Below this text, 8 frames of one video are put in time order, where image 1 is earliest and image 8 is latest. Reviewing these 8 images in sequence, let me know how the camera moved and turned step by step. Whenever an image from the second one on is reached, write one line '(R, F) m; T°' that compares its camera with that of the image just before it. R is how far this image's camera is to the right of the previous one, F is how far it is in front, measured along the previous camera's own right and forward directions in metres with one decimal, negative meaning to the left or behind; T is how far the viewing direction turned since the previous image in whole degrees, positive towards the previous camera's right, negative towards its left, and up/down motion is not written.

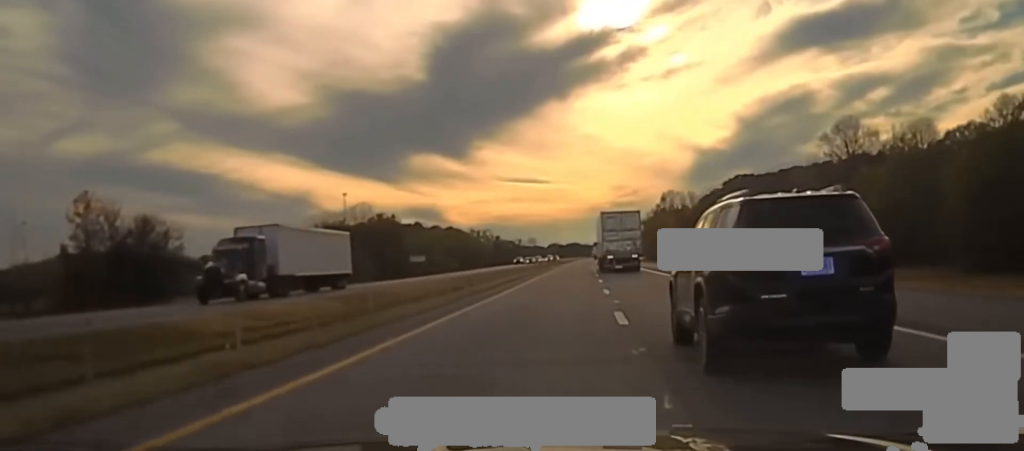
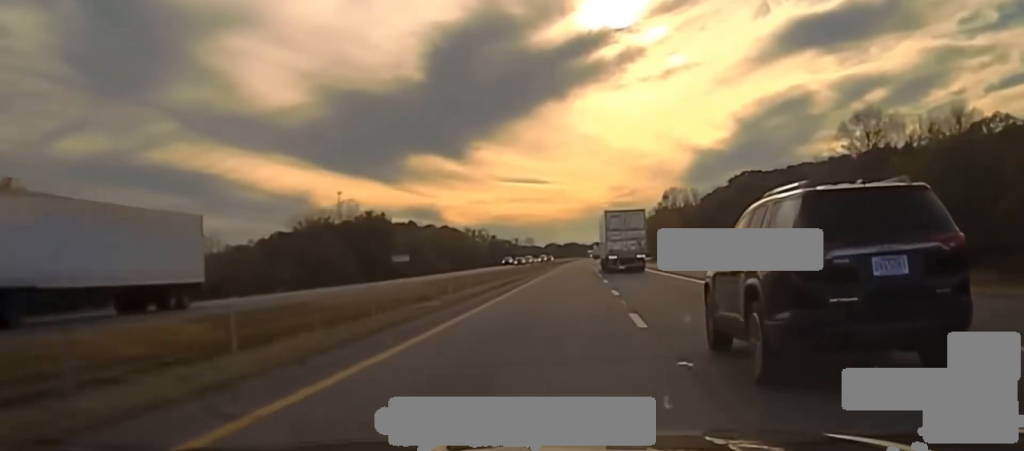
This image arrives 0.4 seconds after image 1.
(+0.4, +12.6) m; +1°
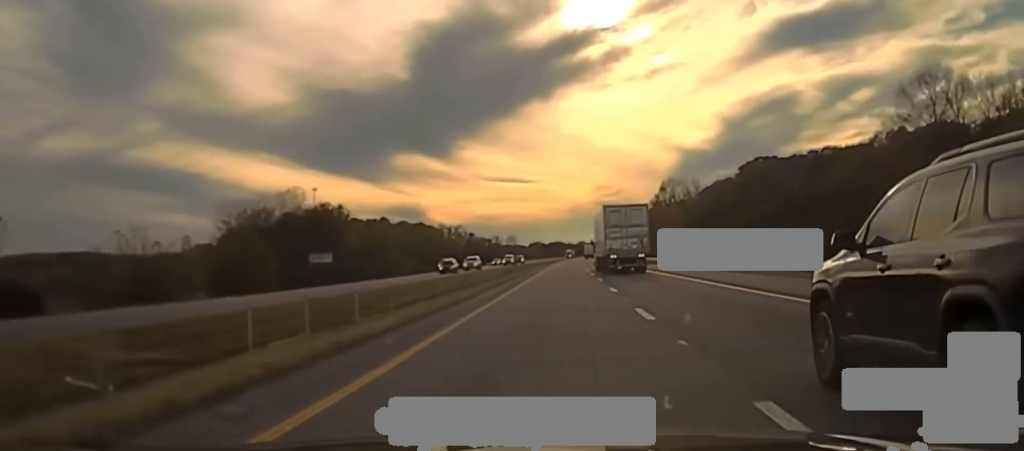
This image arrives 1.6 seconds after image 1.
(+1.7, +35.1) m; +2°
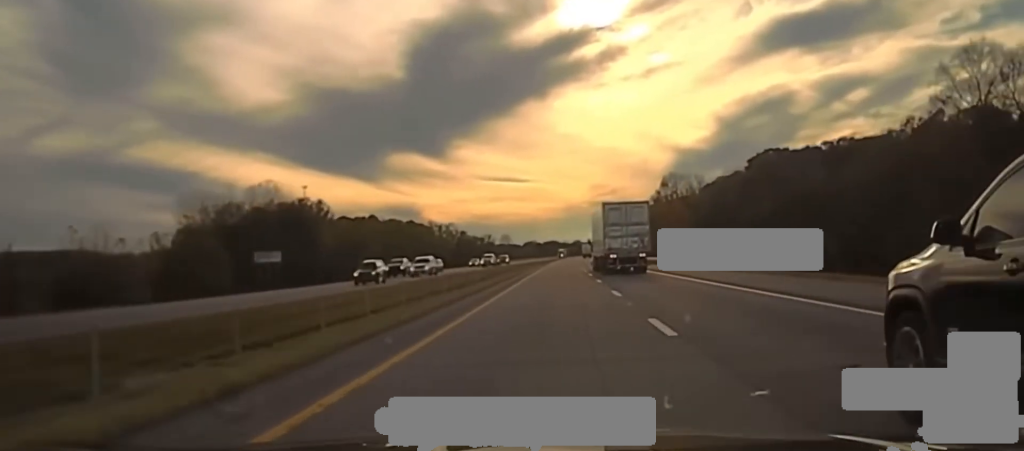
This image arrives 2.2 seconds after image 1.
(+0.3, +15.6) m; -1°
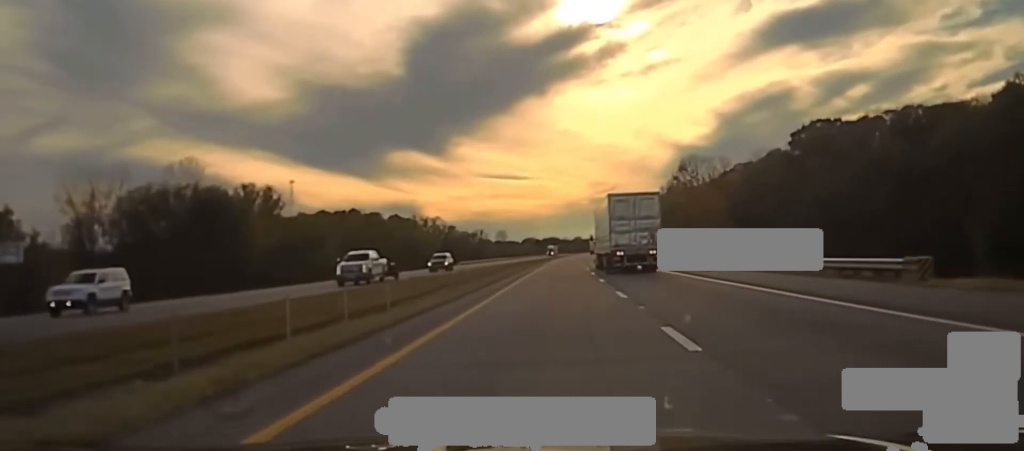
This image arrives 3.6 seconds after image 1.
(-1.4, +39.3) m; -2°
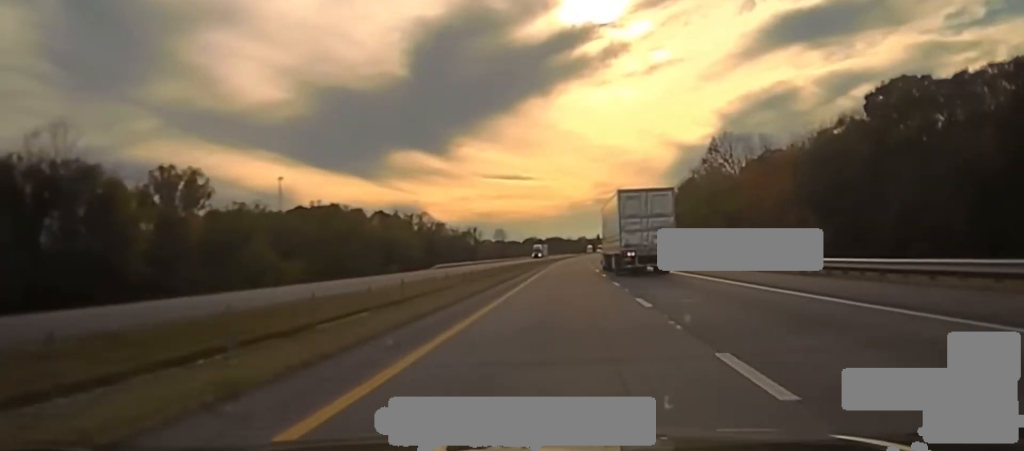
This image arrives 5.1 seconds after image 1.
(+0.6, +41.0) m; +1°
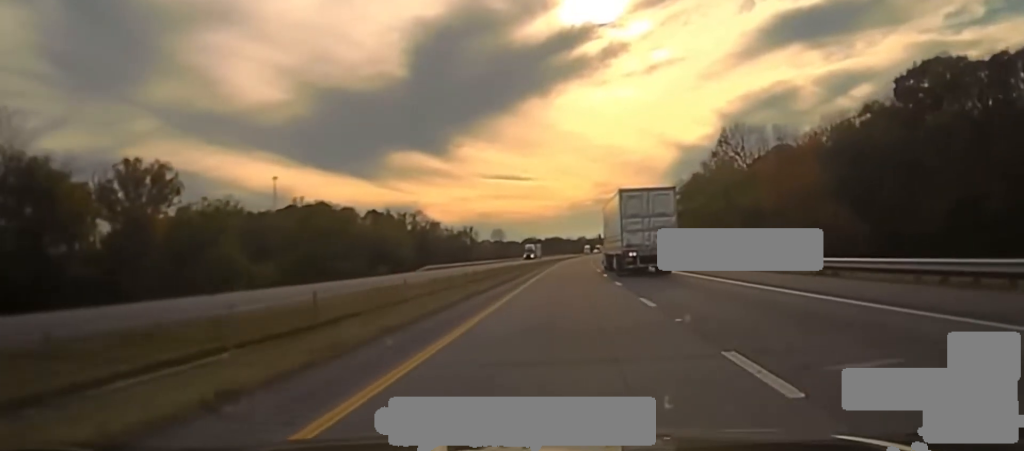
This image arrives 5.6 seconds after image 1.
(-0.1, +12.4) m; 0°
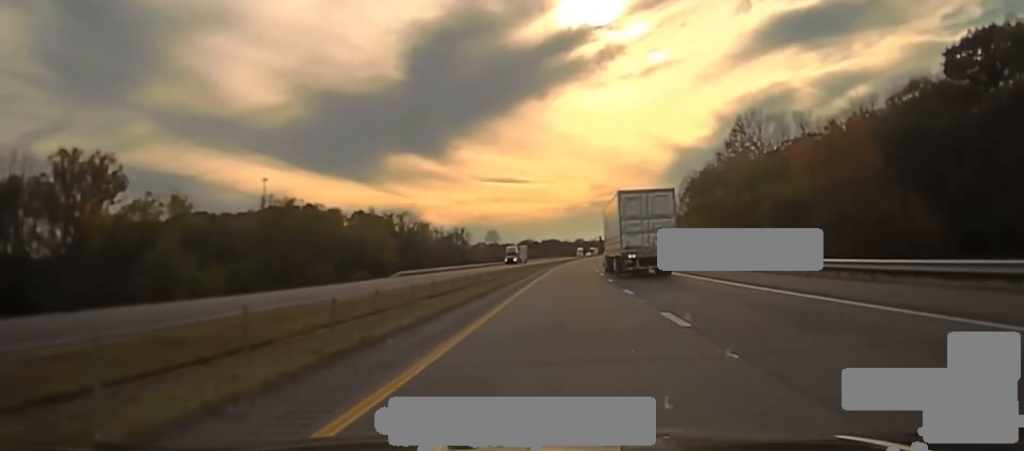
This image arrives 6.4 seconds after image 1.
(0.0, +18.0) m; 0°
